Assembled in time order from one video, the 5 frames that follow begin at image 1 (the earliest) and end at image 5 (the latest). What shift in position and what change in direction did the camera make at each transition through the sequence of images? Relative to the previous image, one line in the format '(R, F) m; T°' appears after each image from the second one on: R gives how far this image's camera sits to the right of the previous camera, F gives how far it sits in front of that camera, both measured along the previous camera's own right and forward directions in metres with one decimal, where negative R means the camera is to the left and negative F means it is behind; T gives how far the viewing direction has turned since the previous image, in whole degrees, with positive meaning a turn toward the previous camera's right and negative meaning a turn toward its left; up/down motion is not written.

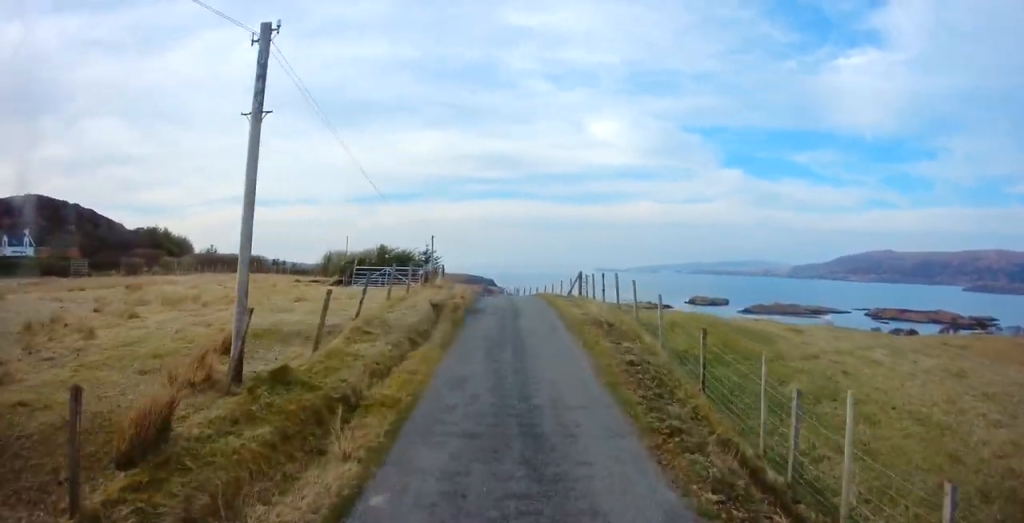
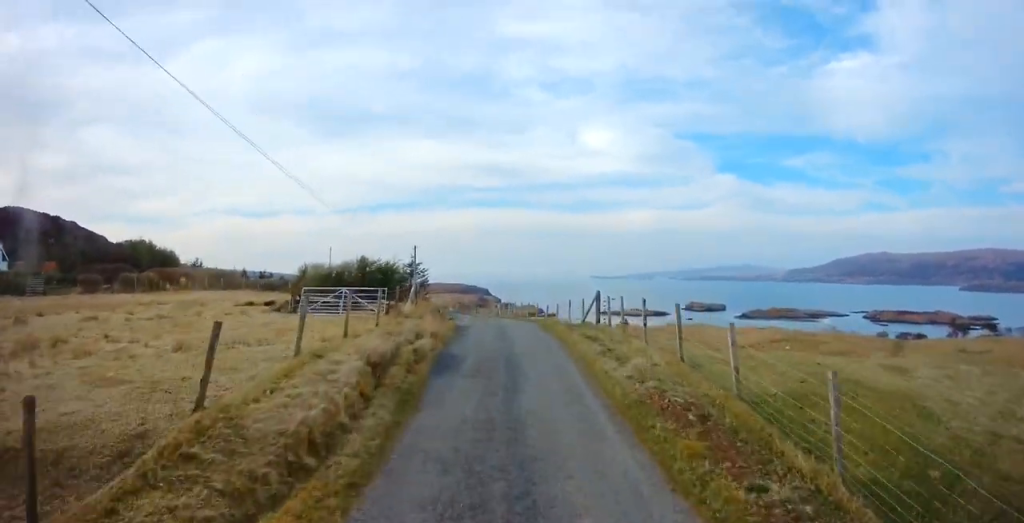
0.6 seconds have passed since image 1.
(+0.1, +6.3) m; 0°
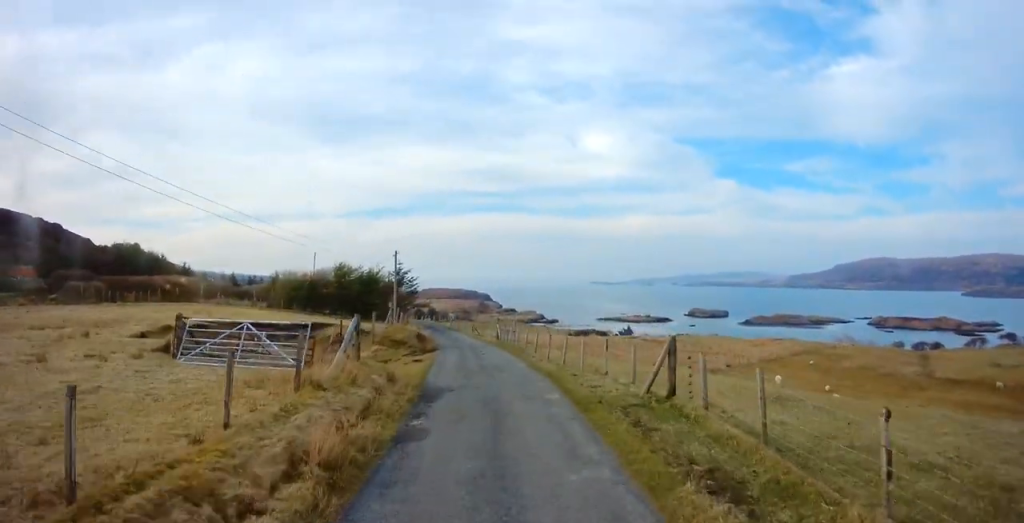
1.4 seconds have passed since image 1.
(0.0, +9.2) m; -1°
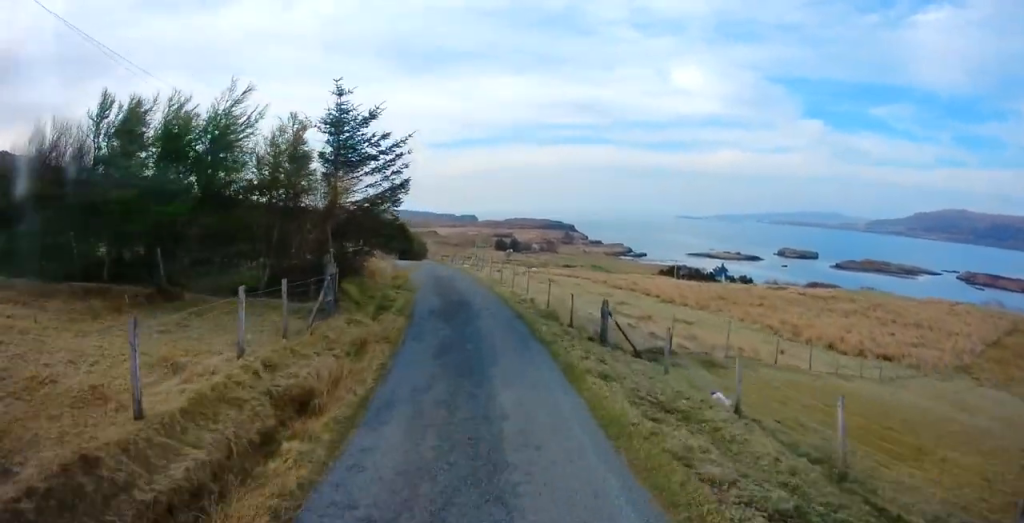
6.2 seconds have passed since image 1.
(-2.4, +37.4) m; -9°
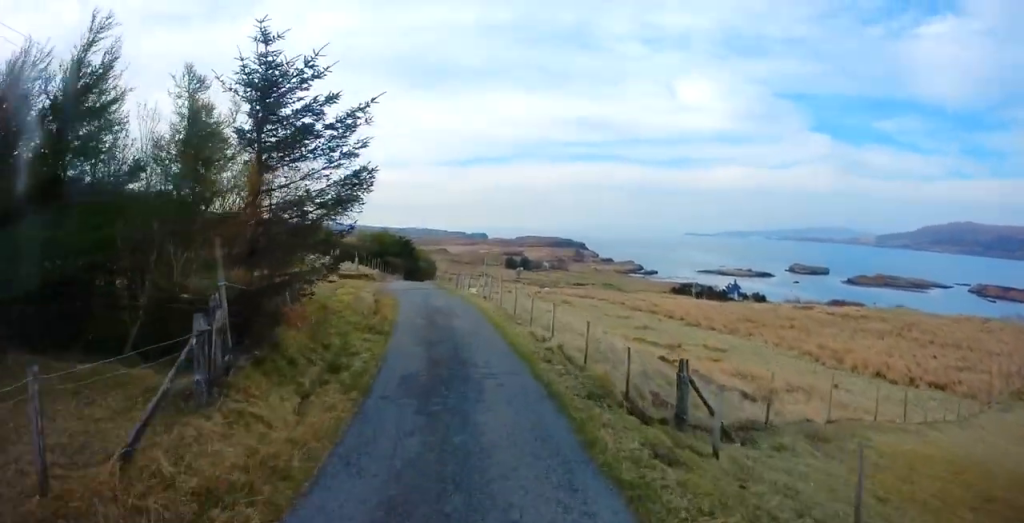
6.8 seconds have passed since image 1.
(+0.1, +5.2) m; -1°
